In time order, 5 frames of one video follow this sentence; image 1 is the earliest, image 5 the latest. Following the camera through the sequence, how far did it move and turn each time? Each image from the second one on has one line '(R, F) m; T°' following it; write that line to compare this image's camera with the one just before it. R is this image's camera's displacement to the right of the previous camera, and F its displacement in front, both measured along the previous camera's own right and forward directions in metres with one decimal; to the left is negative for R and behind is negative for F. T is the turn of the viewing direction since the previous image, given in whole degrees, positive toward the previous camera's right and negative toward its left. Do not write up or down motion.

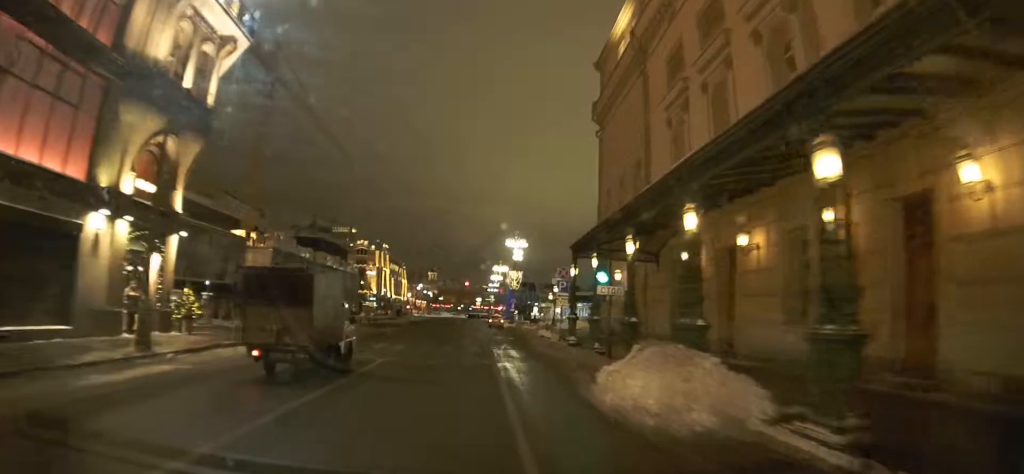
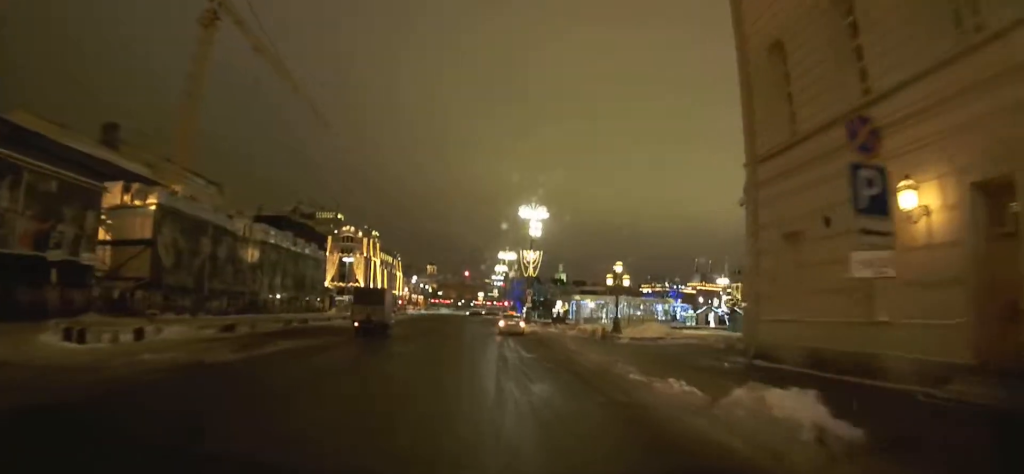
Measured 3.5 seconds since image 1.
(+1.5, +12.6) m; +2°
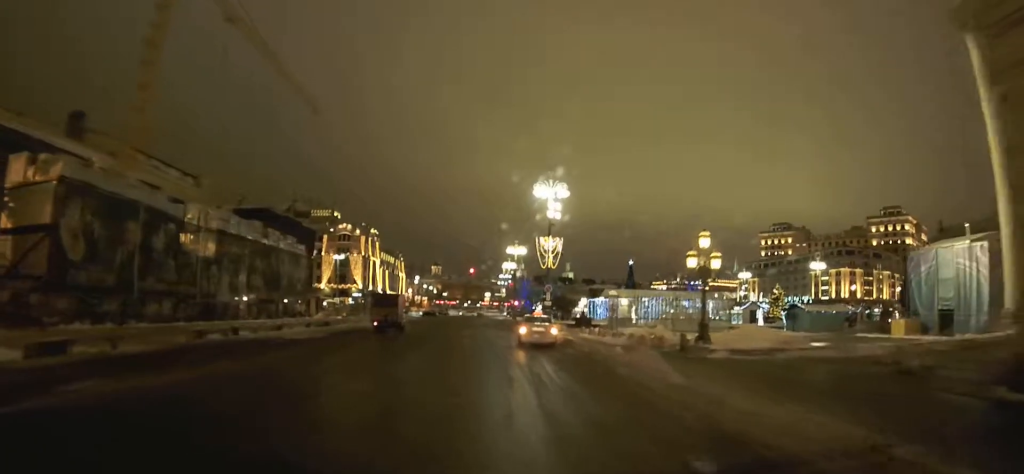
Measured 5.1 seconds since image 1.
(-0.5, +7.2) m; -6°
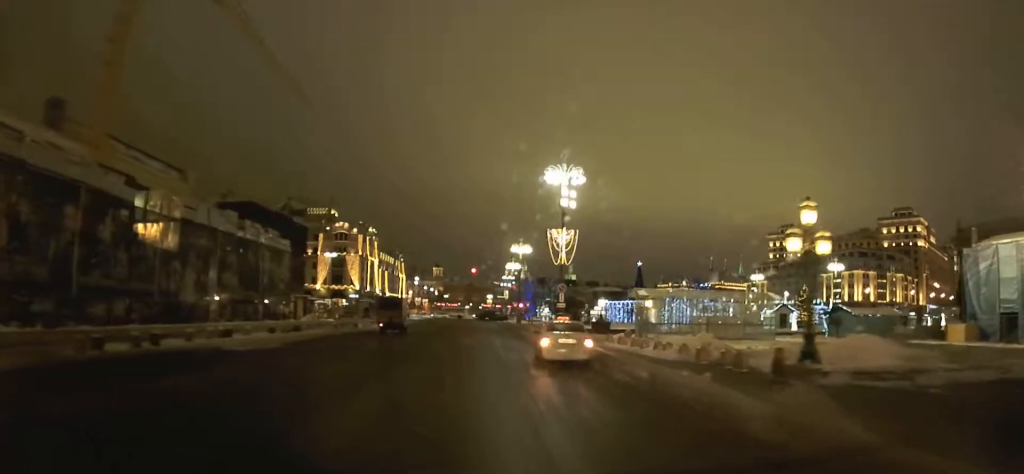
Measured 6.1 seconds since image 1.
(-0.1, +4.7) m; 0°
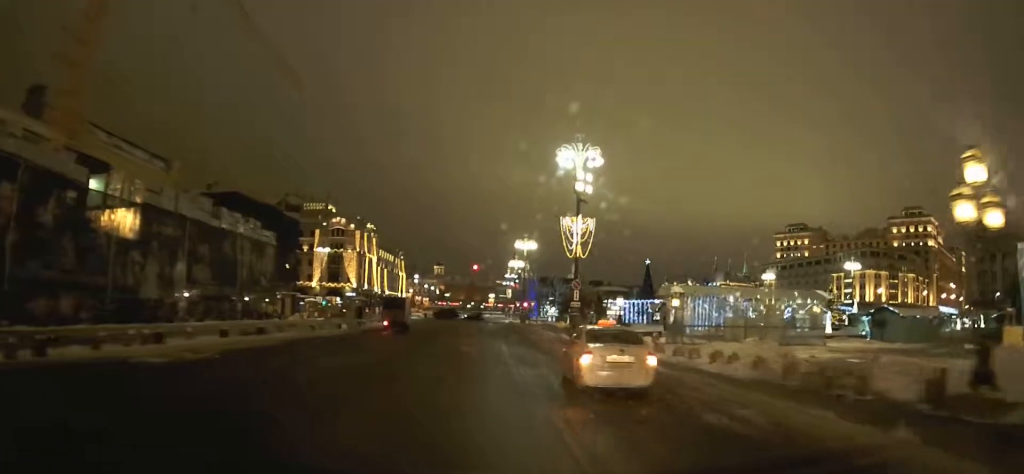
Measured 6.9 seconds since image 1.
(+0.1, +4.2) m; +1°
